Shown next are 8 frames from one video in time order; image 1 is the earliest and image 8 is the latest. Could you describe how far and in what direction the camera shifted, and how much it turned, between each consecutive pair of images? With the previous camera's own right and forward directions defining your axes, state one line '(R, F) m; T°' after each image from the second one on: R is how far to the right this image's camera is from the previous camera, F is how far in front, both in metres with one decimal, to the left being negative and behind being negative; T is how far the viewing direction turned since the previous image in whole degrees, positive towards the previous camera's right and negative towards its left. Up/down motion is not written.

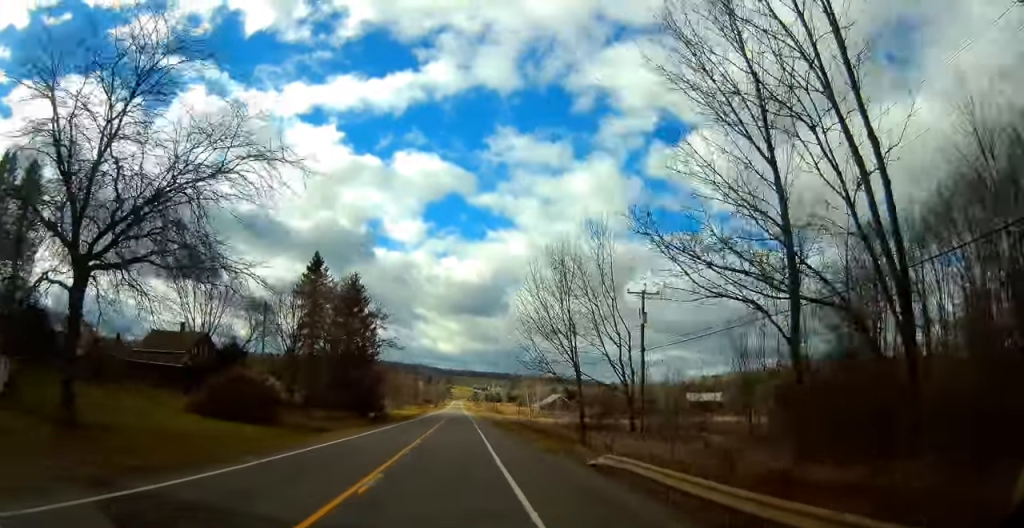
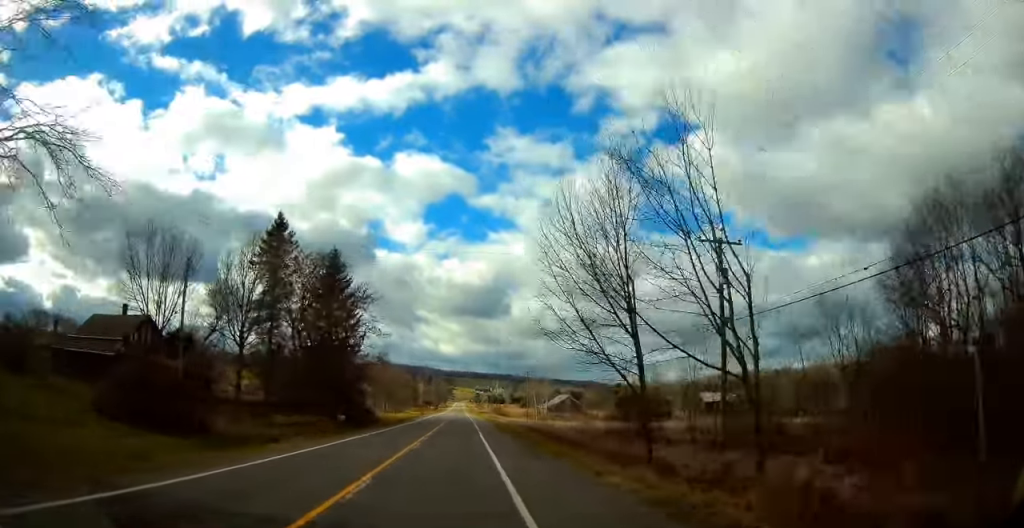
(-0.1, +13.4) m; 0°
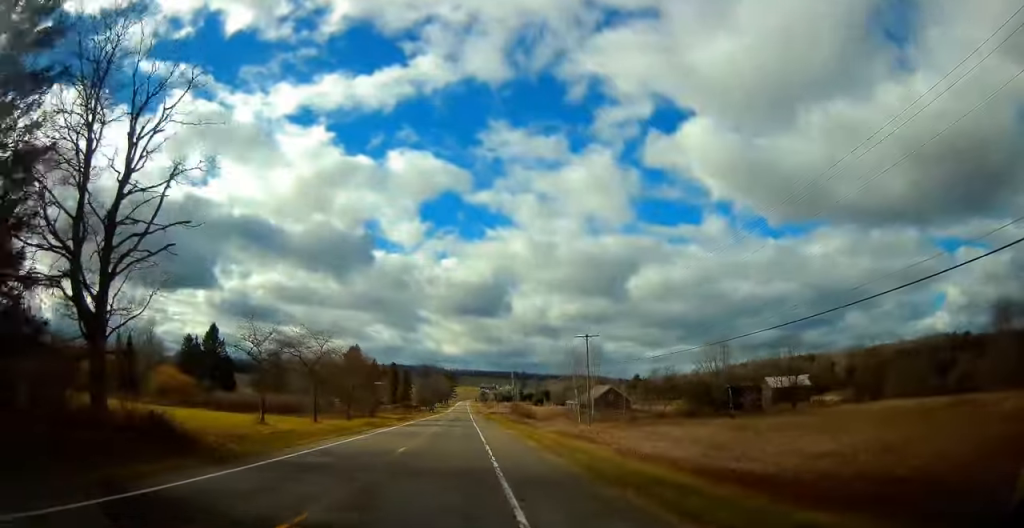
(-0.3, +54.0) m; 0°
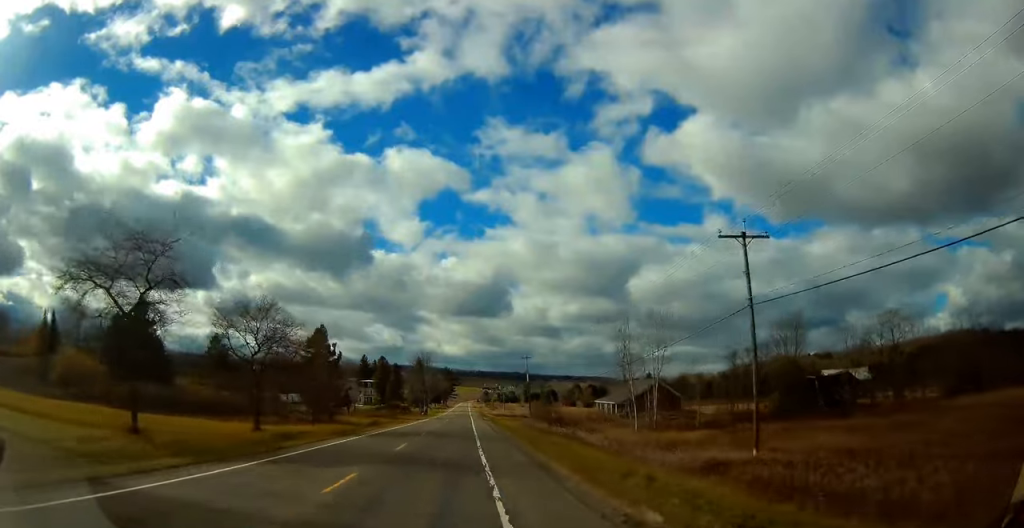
(0.0, +34.2) m; -1°
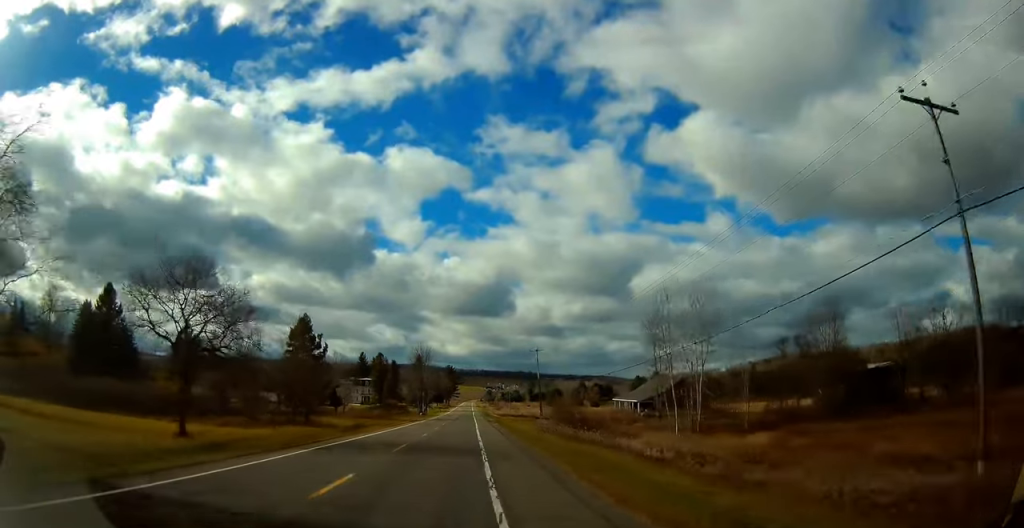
(-0.1, +12.6) m; 0°
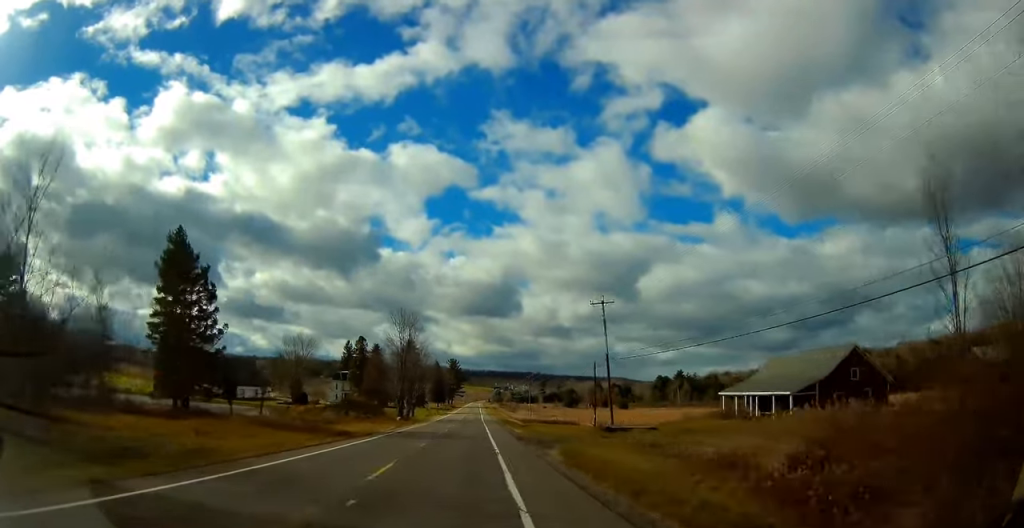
(-0.7, +45.8) m; -1°
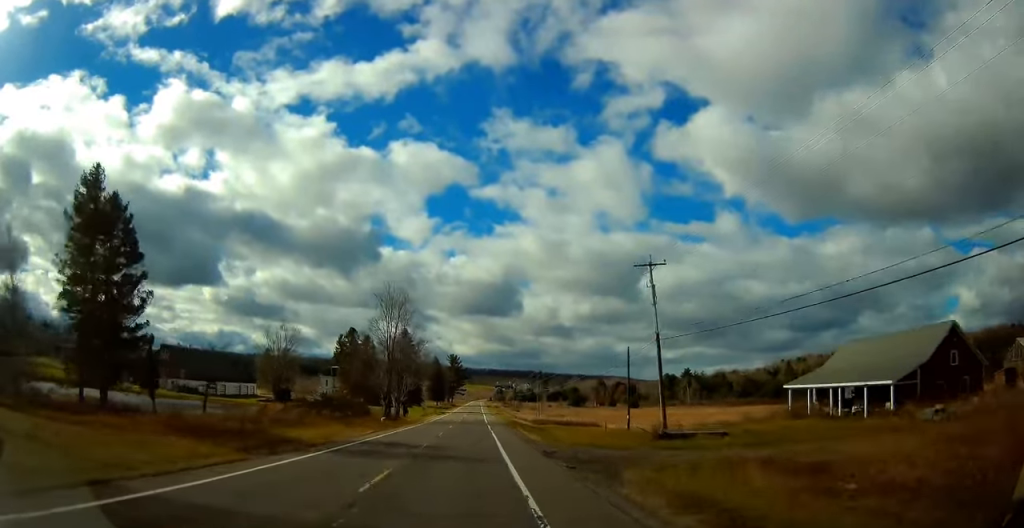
(0.0, +14.3) m; 0°
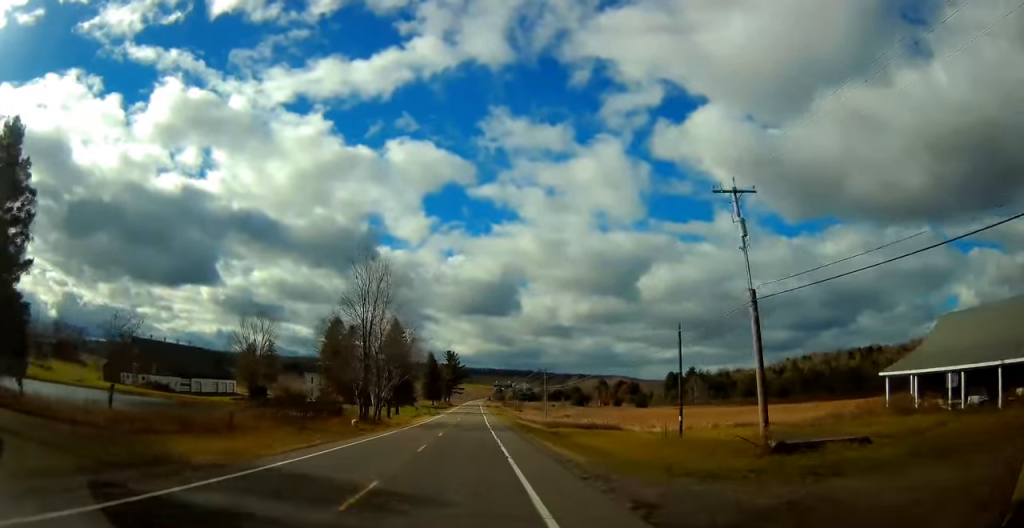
(+0.3, +14.2) m; 0°
